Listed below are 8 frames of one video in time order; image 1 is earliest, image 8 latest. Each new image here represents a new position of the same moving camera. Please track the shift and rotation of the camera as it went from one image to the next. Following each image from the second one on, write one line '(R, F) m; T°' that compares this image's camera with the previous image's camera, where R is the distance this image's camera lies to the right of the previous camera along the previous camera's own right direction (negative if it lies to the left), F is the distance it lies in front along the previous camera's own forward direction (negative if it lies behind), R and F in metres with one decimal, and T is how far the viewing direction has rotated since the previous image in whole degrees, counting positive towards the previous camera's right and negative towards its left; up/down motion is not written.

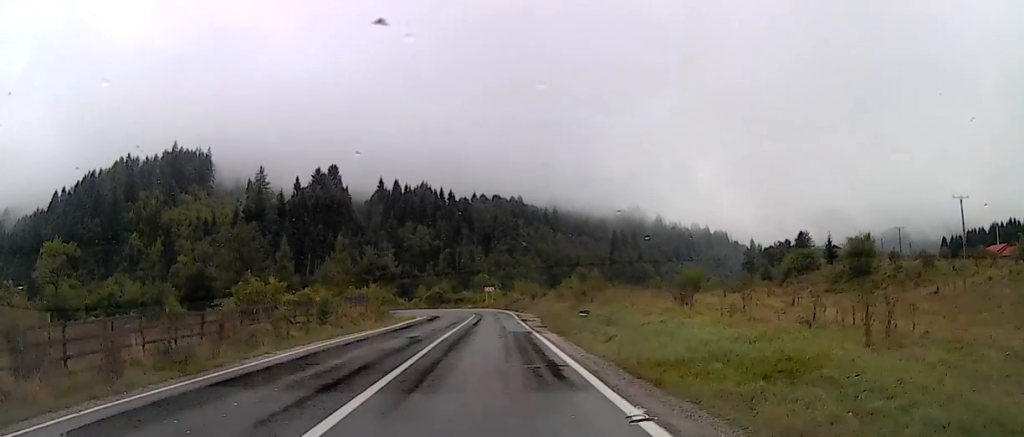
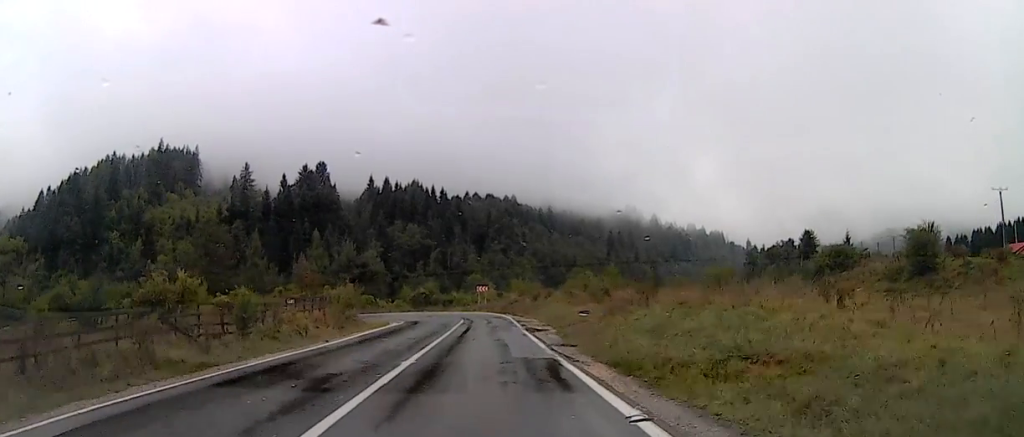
(-0.1, +11.3) m; -4°
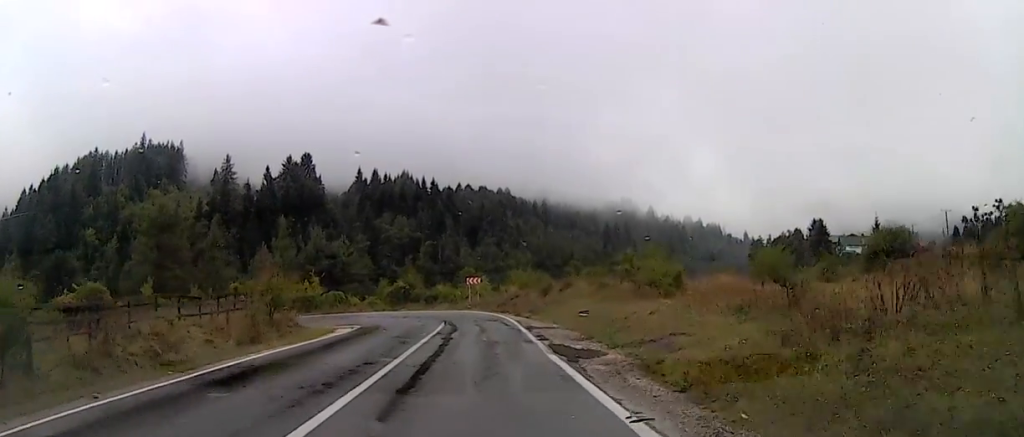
(-0.4, +14.0) m; +1°
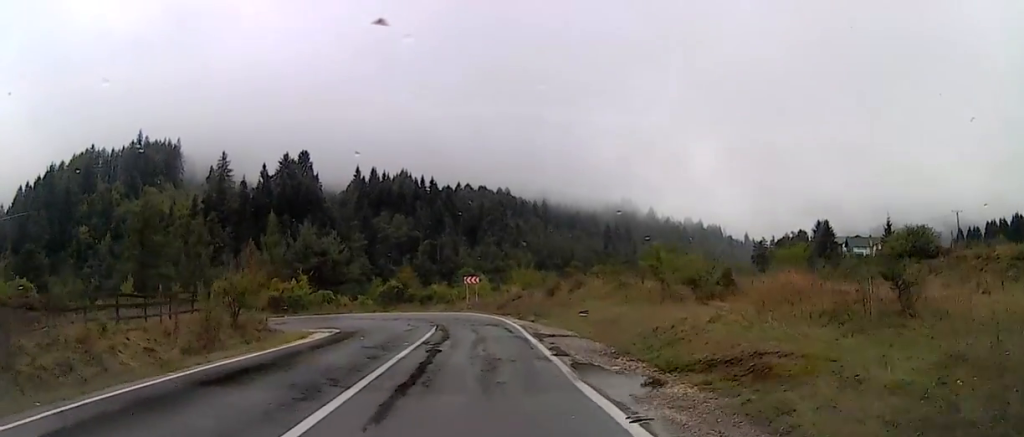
(+0.2, +4.6) m; +2°
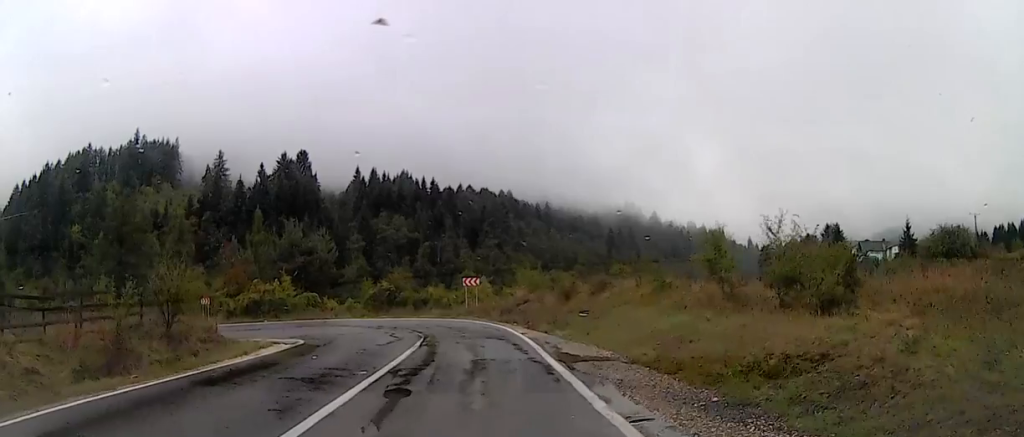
(+0.1, +6.8) m; 0°
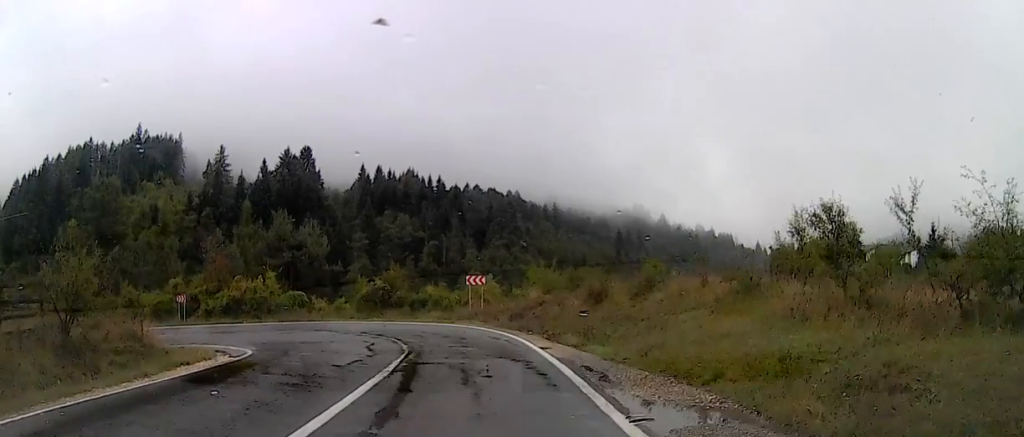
(+0.1, +6.8) m; -2°
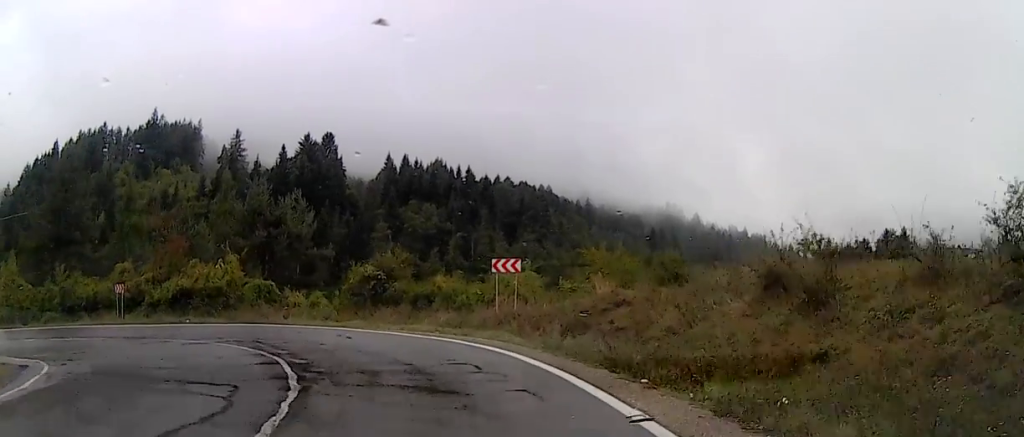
(-1.1, +15.3) m; -12°
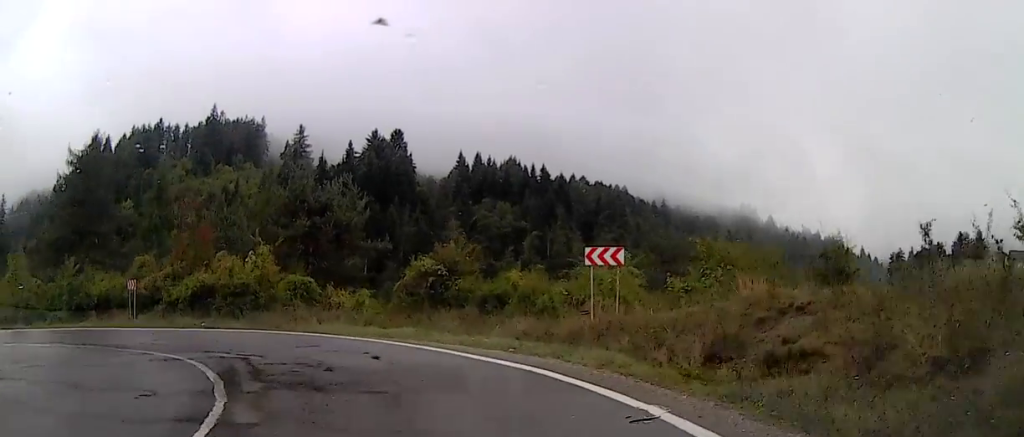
(-0.1, +6.5) m; -11°
